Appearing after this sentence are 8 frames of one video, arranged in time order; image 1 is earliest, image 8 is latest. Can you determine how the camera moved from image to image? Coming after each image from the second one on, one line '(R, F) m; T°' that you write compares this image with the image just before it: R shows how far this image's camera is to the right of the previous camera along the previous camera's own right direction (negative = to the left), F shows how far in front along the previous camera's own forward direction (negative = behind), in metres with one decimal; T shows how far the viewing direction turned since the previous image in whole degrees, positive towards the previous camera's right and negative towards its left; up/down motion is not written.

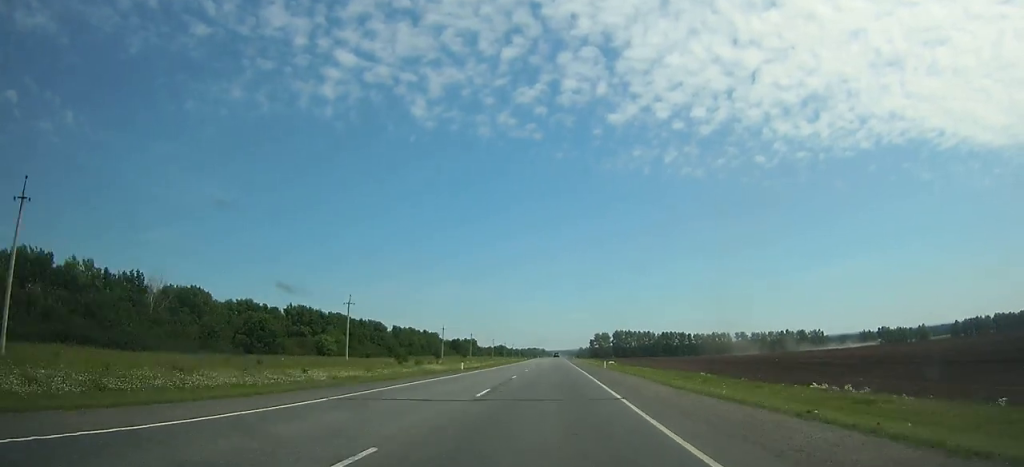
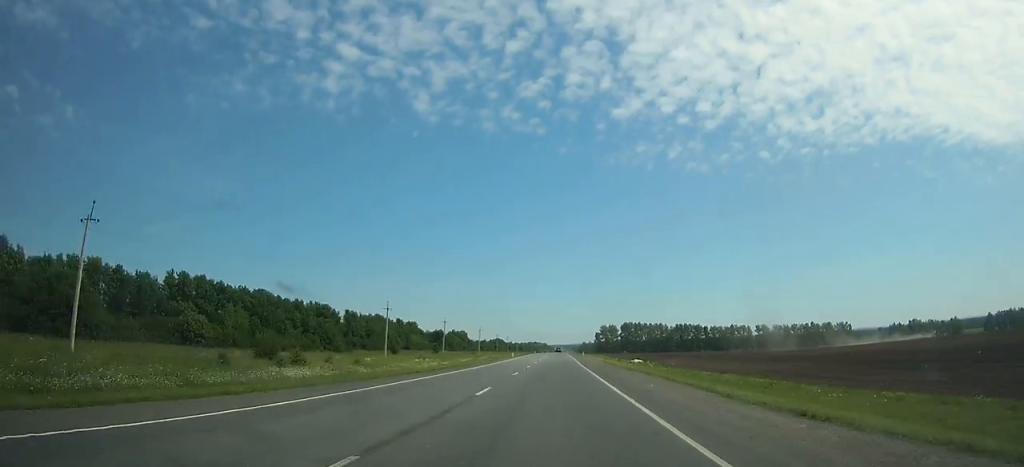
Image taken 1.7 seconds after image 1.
(+0.1, +49.5) m; 0°
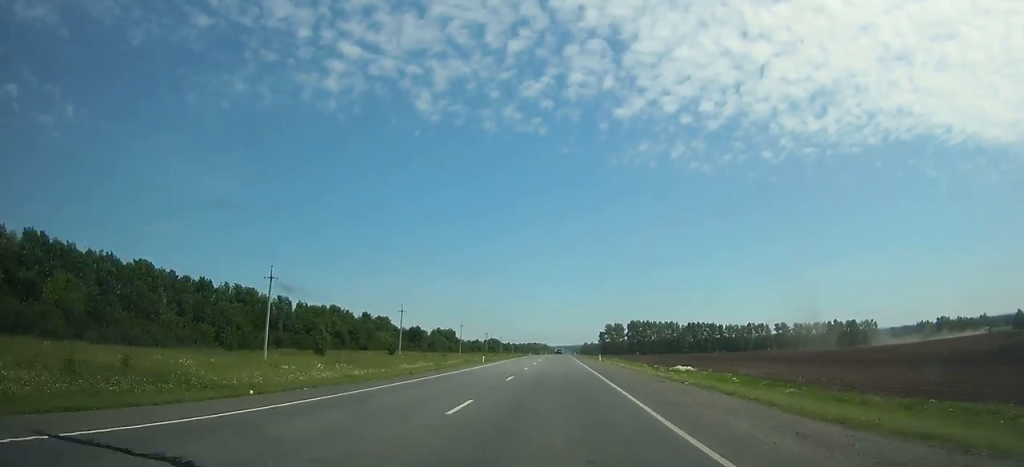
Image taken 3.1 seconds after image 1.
(-0.1, +40.6) m; 0°
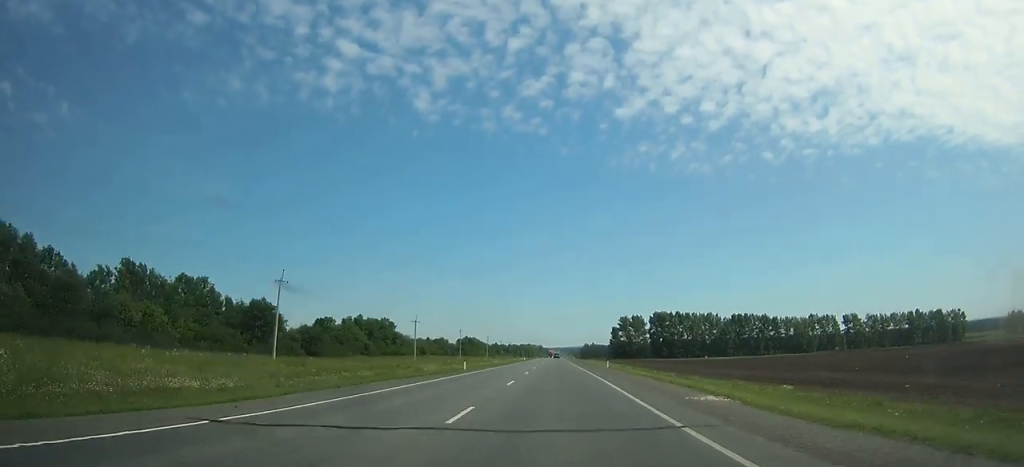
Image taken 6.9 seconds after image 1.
(+0.1, +109.8) m; 0°
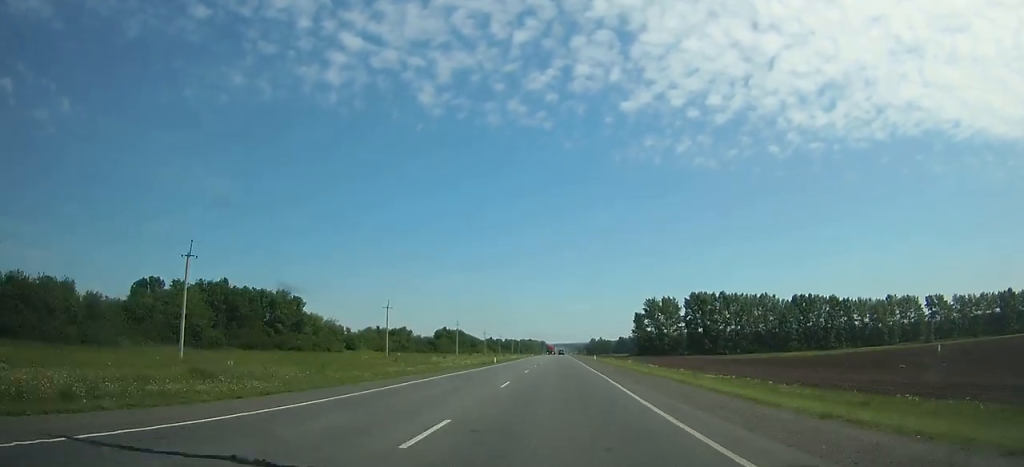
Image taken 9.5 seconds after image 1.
(0.0, +74.7) m; 0°
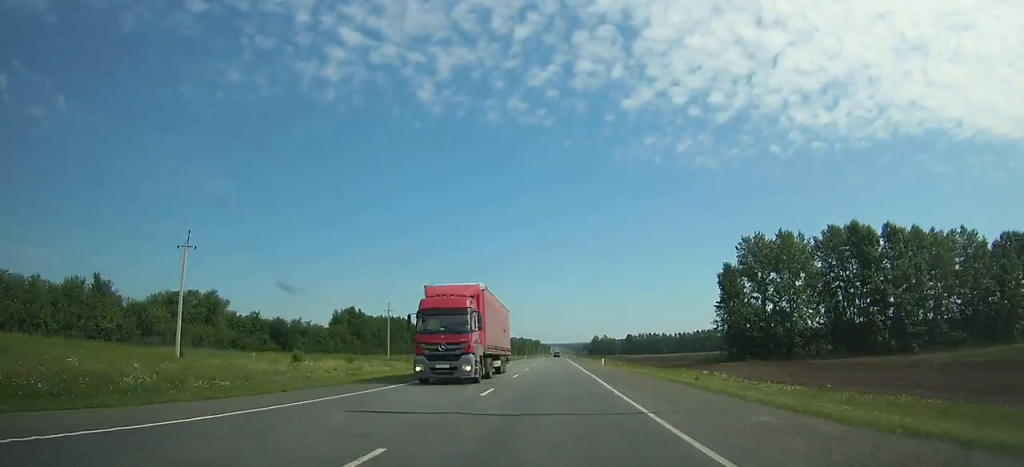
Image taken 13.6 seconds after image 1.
(+0.2, +117.3) m; 0°
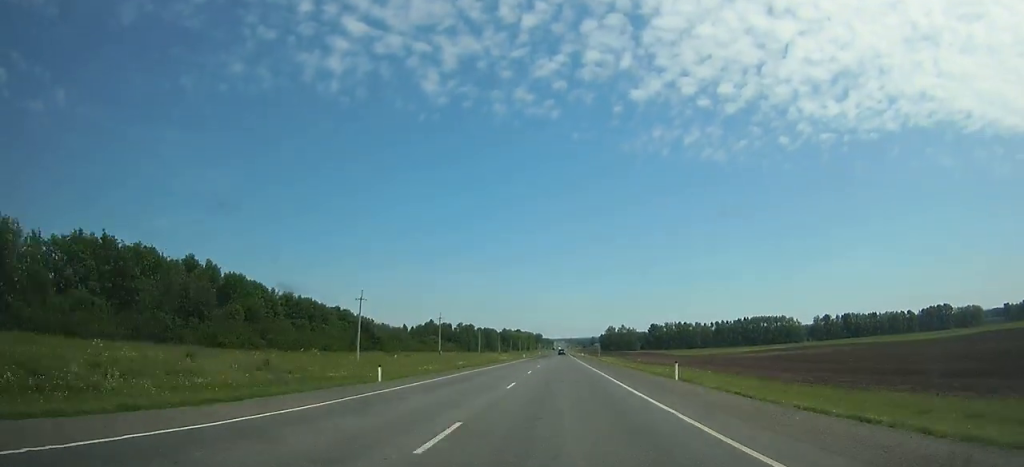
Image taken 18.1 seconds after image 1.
(-0.1, +128.0) m; 0°
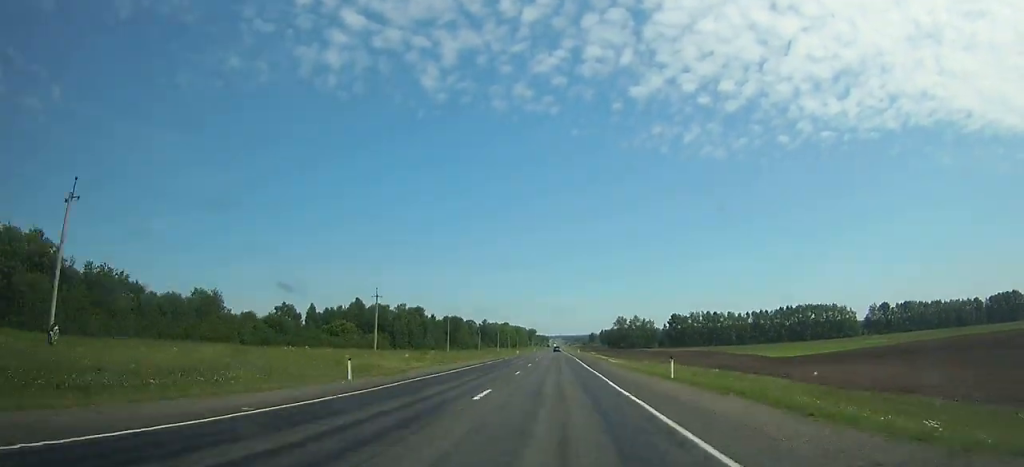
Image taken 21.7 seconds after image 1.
(+0.1, +102.0) m; 0°
